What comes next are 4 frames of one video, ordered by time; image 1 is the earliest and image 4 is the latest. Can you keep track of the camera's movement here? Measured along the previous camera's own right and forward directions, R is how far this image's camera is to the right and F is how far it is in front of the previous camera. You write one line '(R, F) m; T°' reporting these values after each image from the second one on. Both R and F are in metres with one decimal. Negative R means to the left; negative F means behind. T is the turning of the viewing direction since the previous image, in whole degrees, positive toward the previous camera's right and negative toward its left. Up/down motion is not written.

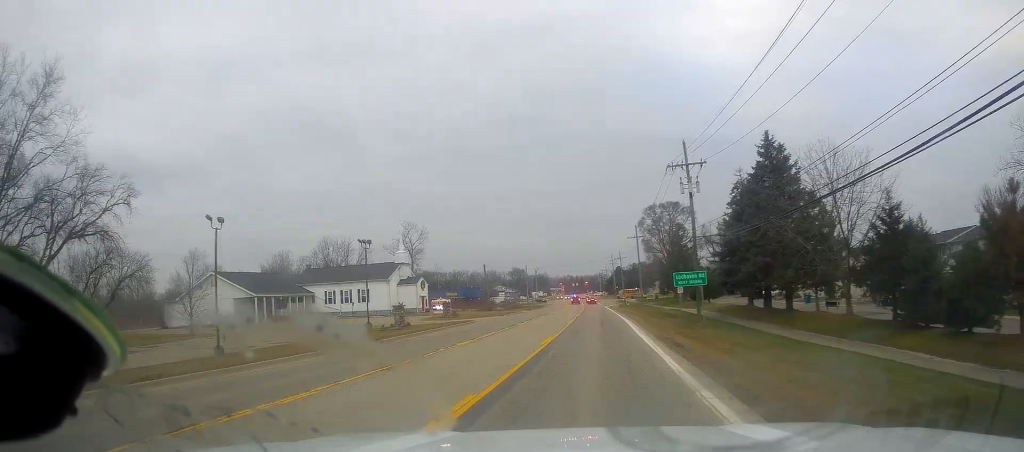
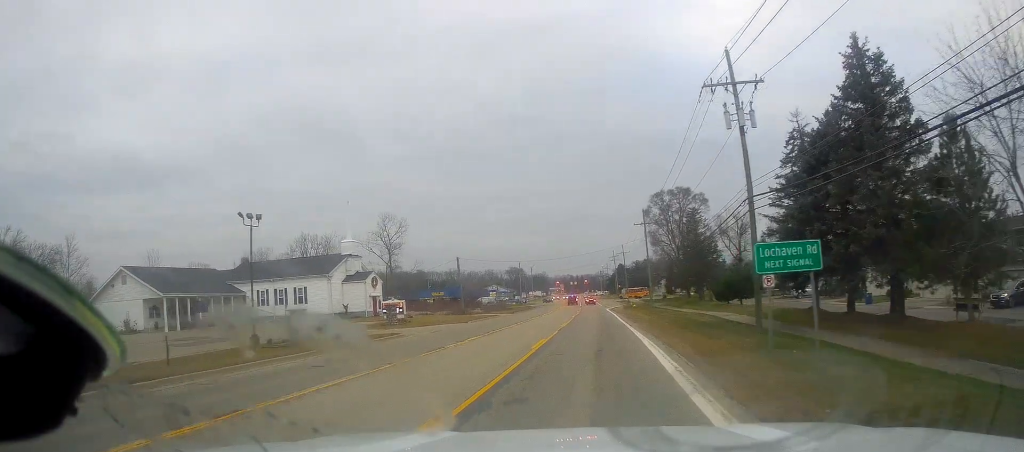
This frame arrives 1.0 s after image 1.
(+0.5, +17.7) m; 0°
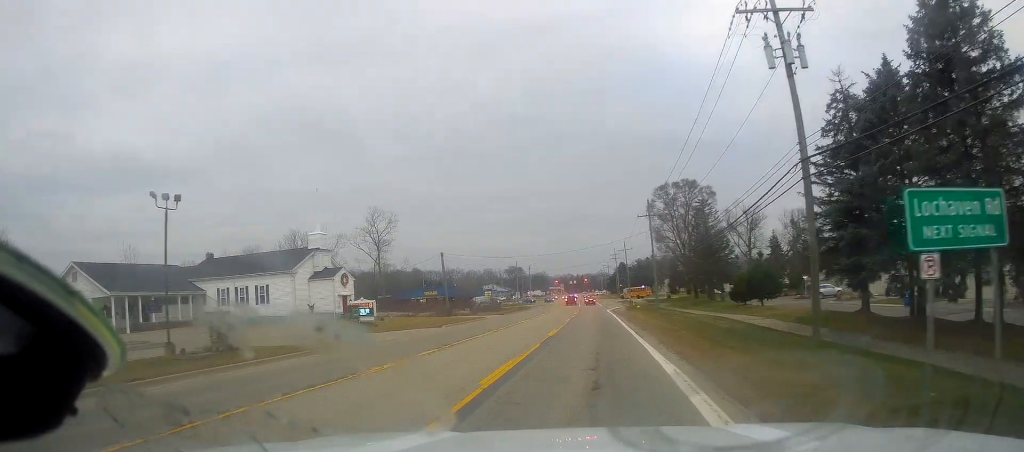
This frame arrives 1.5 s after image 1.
(-0.2, +7.8) m; -1°
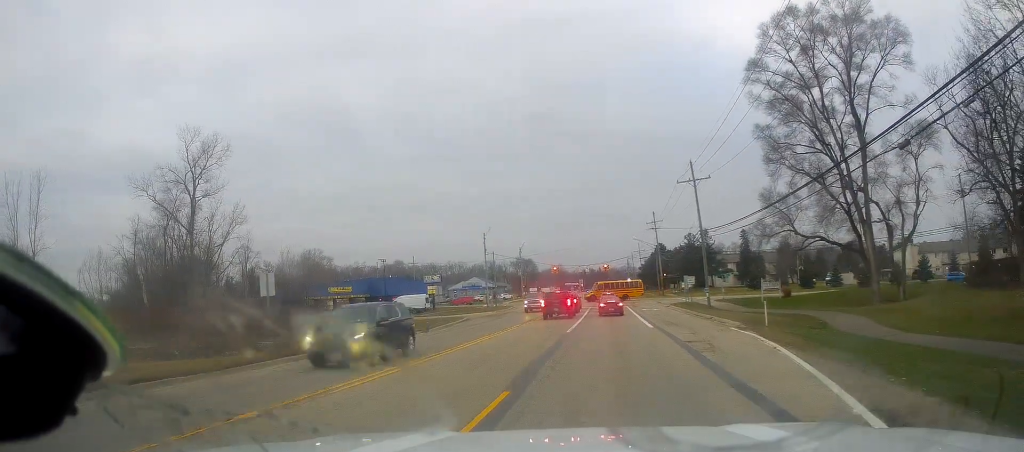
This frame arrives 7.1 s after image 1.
(-2.0, +72.1) m; -4°
